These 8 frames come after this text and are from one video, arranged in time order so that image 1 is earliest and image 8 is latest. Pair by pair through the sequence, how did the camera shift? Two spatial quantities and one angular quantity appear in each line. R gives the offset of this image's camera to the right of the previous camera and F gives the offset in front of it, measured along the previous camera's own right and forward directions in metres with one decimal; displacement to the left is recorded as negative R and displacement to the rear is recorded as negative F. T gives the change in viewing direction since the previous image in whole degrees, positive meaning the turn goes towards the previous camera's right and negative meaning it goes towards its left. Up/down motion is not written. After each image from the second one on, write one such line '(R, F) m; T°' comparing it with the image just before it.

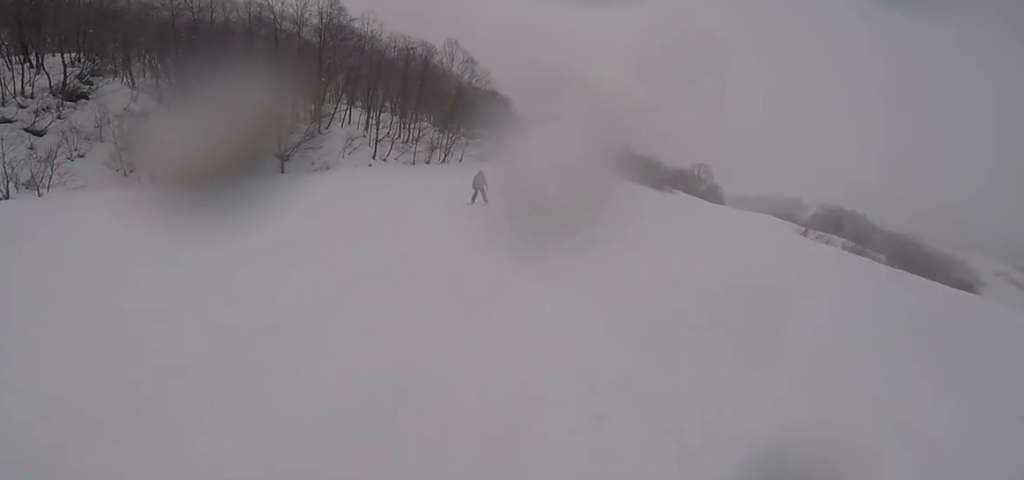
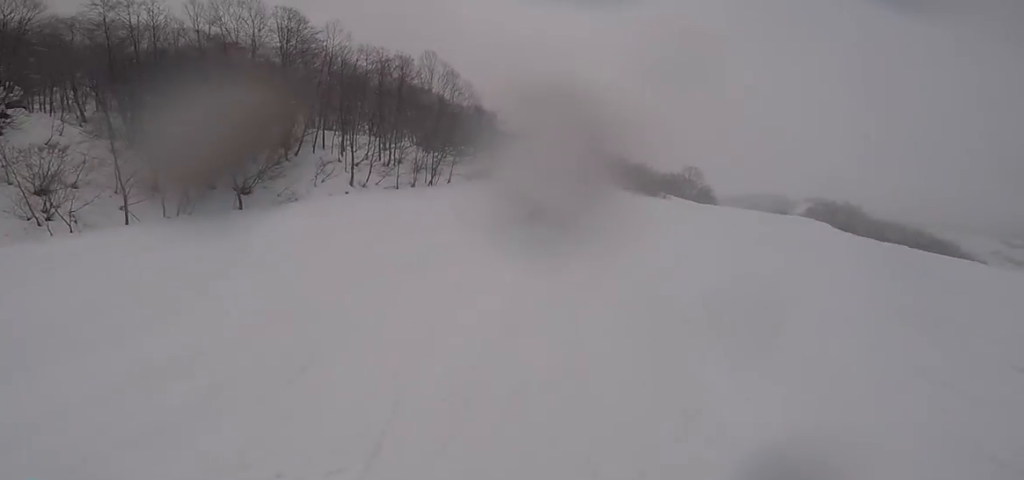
(0.0, +6.0) m; -7°
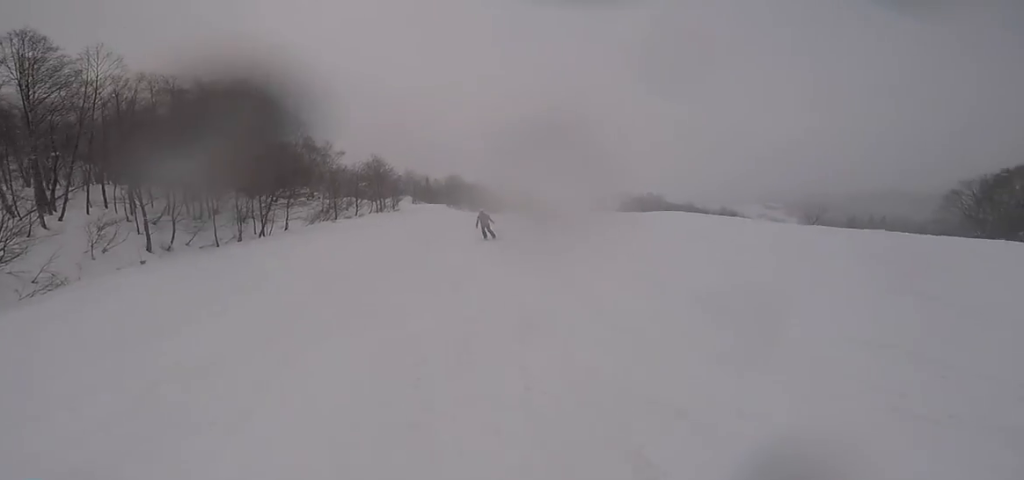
(-0.6, +7.6) m; +15°
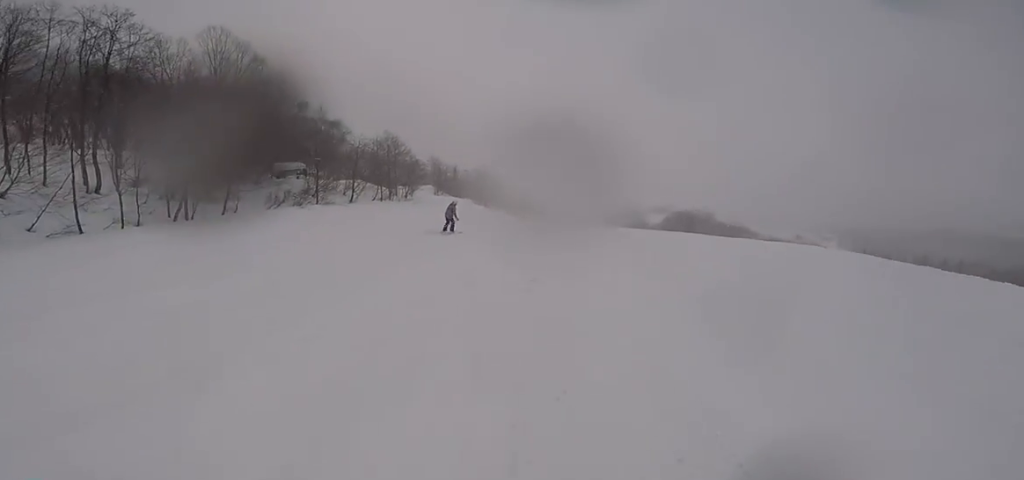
(+4.4, +15.2) m; +10°
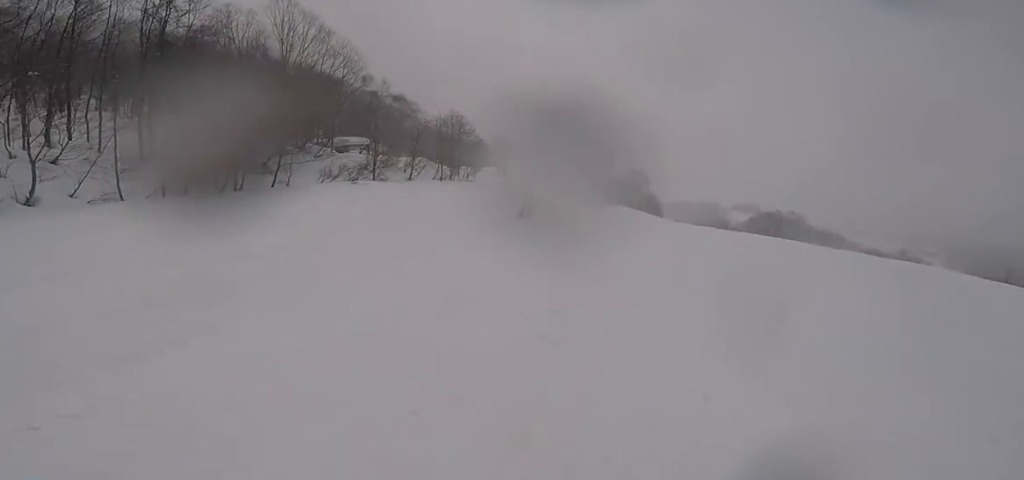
(-0.7, +2.8) m; -1°
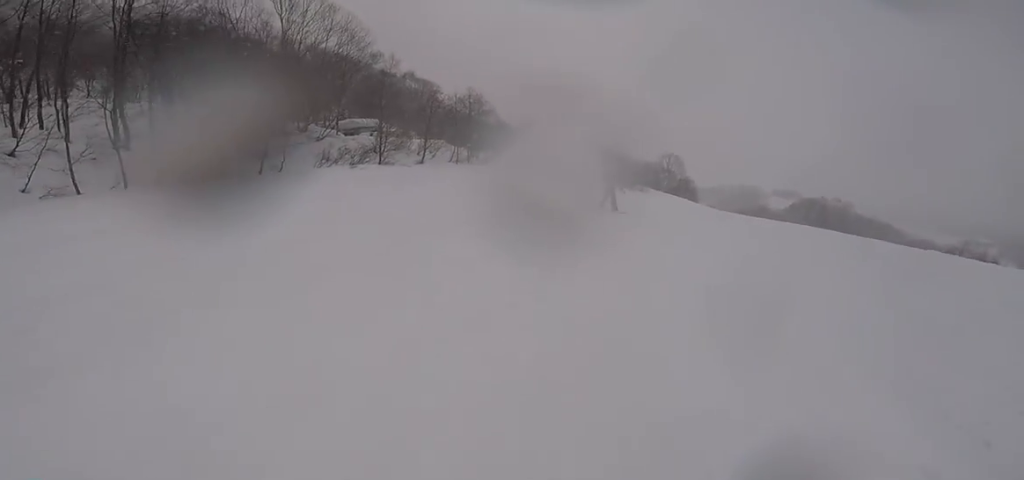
(+0.7, +4.0) m; -6°
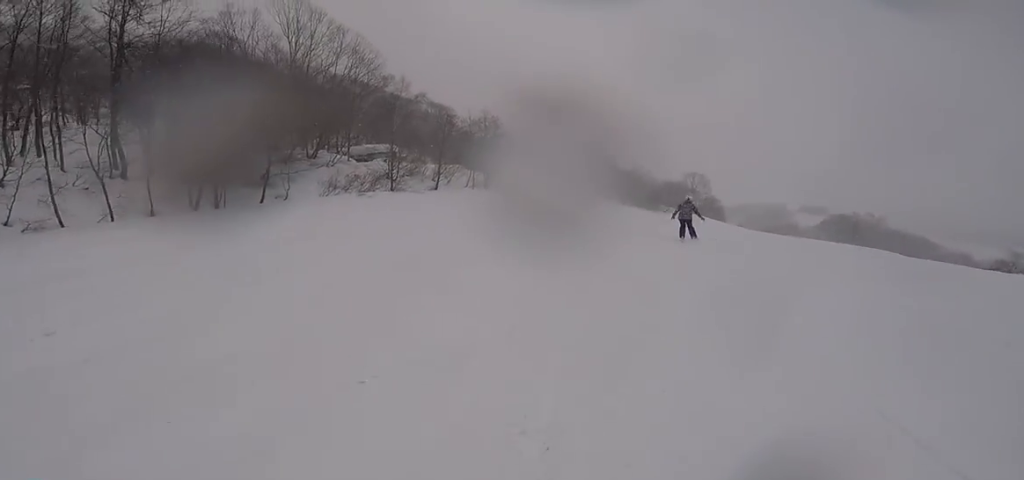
(+0.9, +2.5) m; -4°
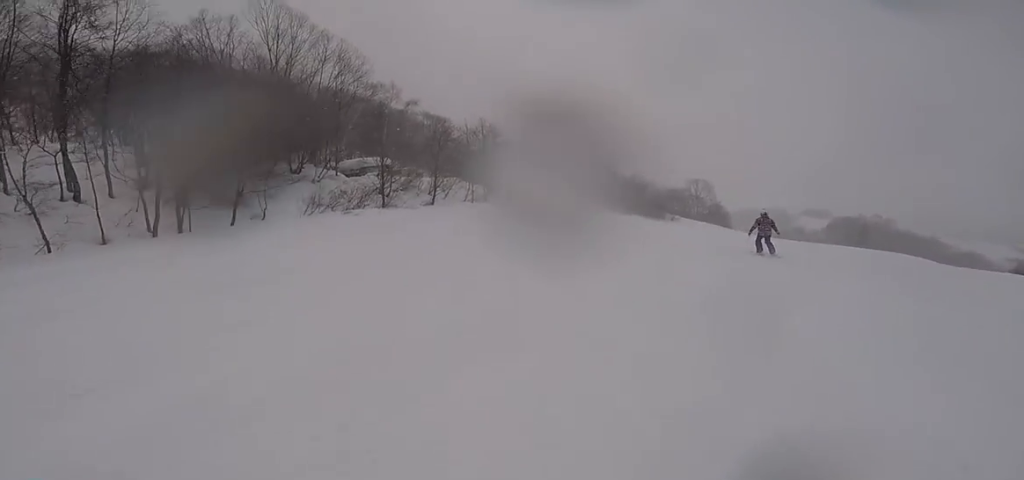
(-1.5, +3.5) m; -4°
